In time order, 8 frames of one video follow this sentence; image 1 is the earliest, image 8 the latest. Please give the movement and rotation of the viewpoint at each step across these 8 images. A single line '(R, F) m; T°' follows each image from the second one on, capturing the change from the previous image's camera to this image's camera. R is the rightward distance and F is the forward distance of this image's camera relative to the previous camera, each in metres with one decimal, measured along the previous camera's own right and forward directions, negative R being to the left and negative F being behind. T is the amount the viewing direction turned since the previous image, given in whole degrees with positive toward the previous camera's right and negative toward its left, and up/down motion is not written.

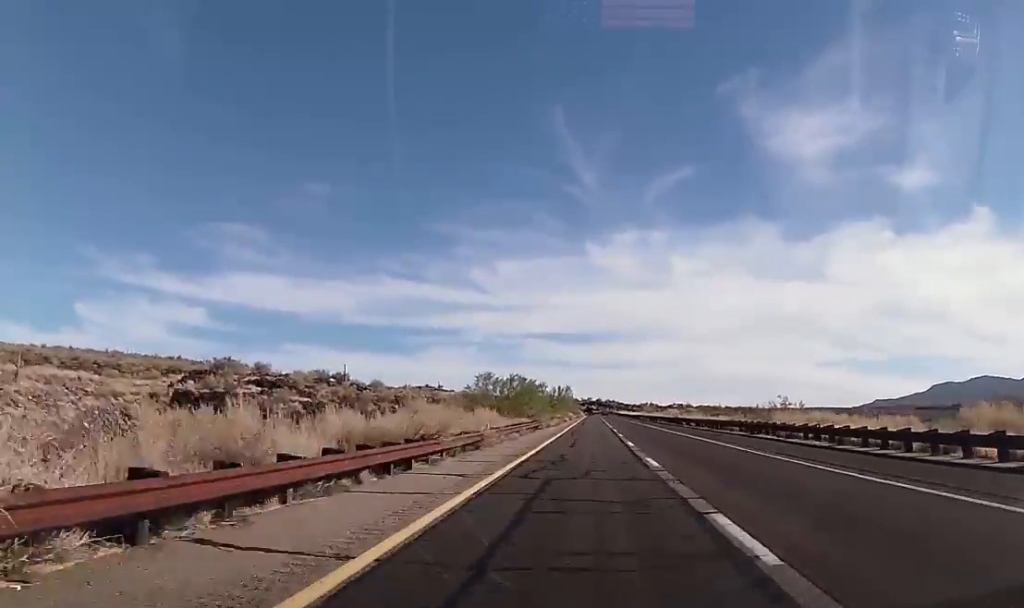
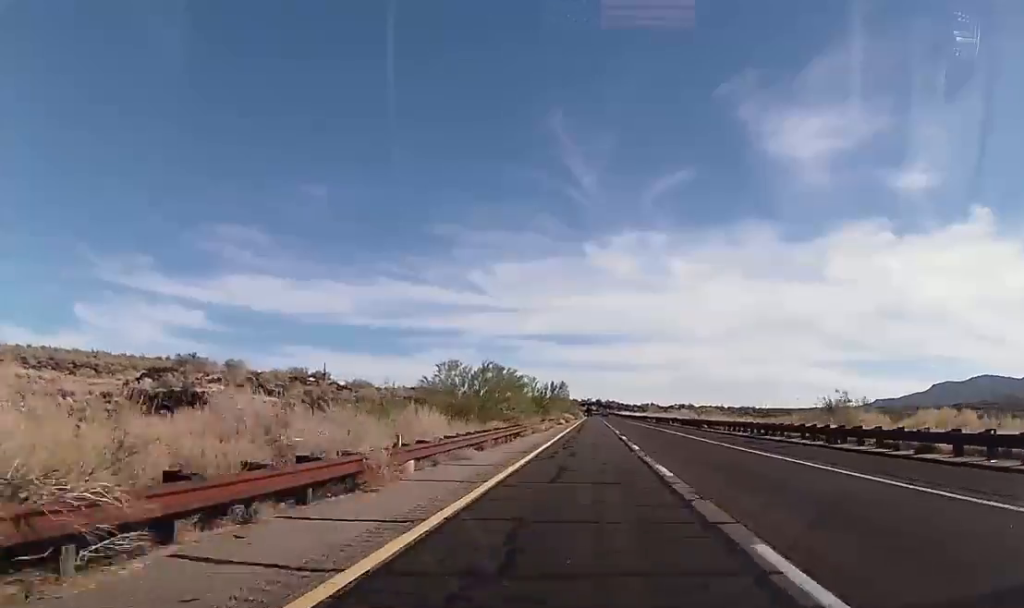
(0.0, +15.9) m; 0°
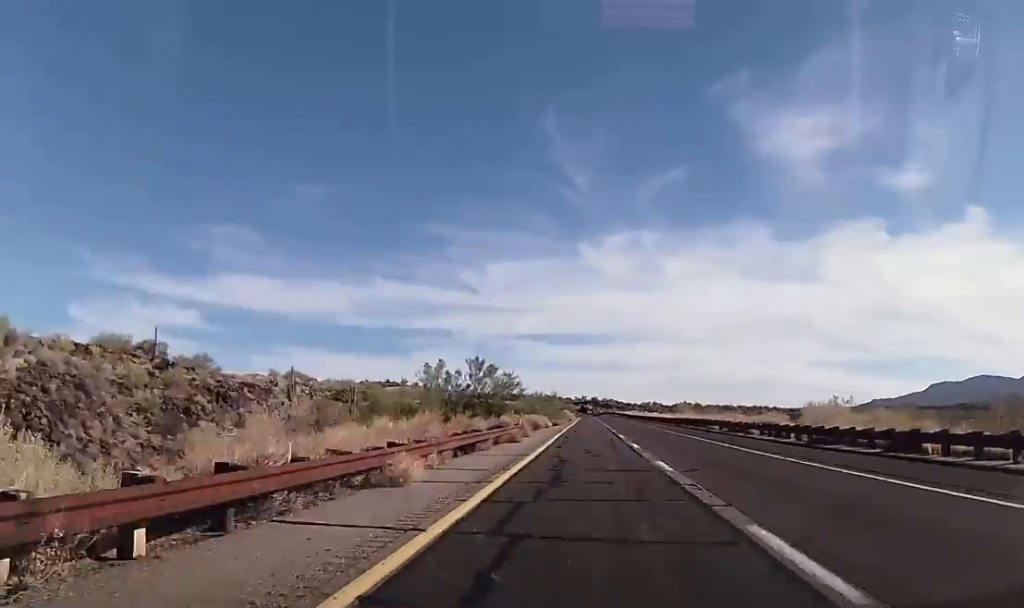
(0.0, +71.7) m; +1°
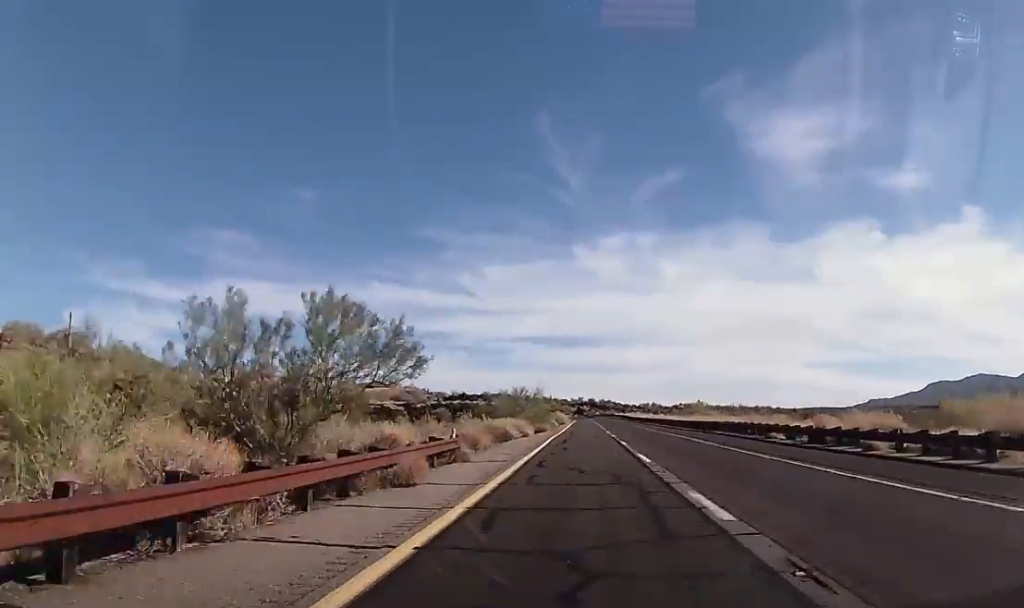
(+0.3, +20.0) m; 0°
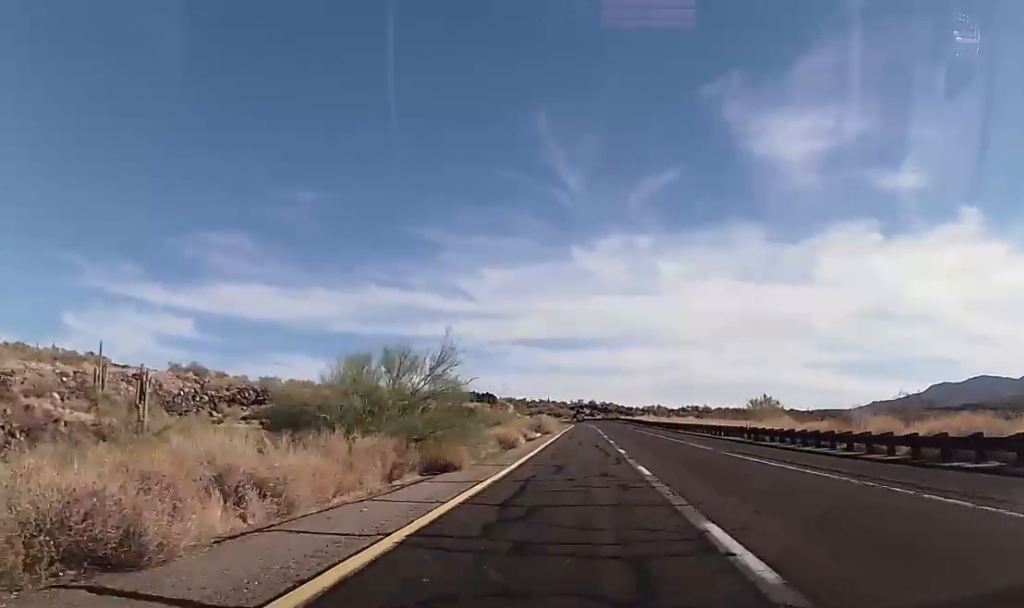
(-0.2, +39.9) m; -1°
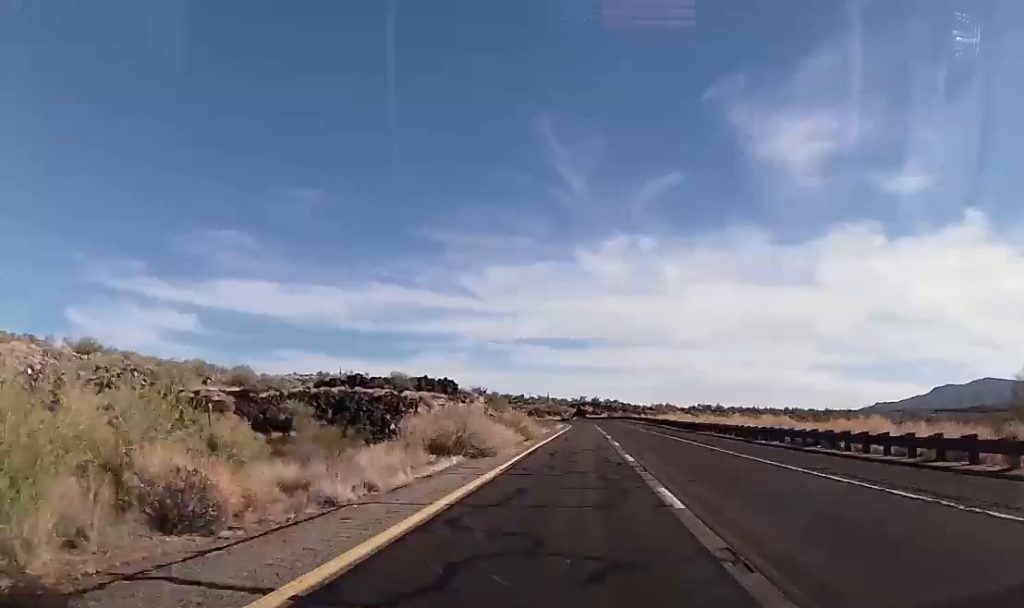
(+0.2, +43.0) m; +1°
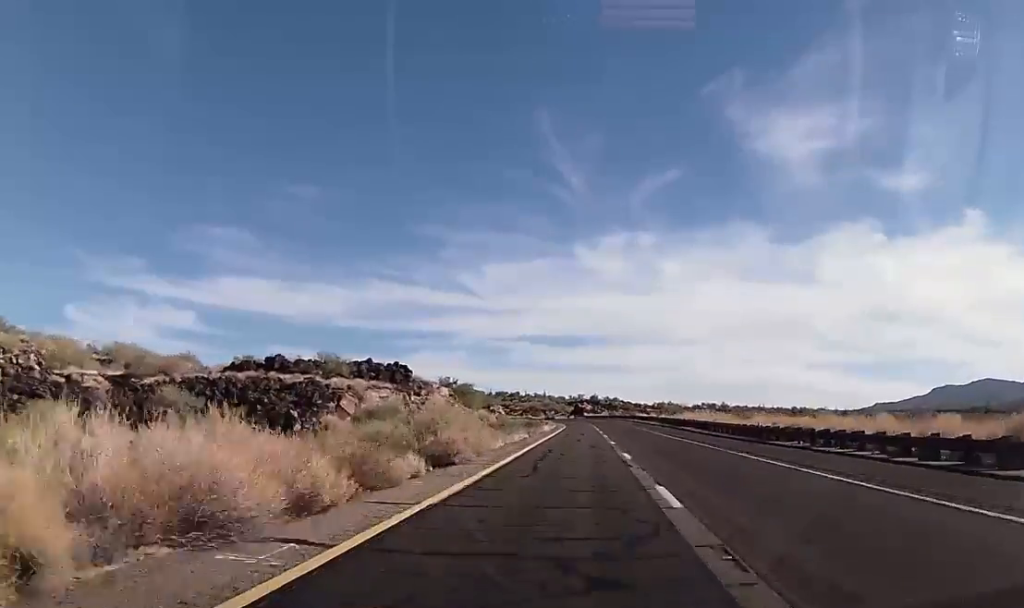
(+0.3, +24.4) m; 0°
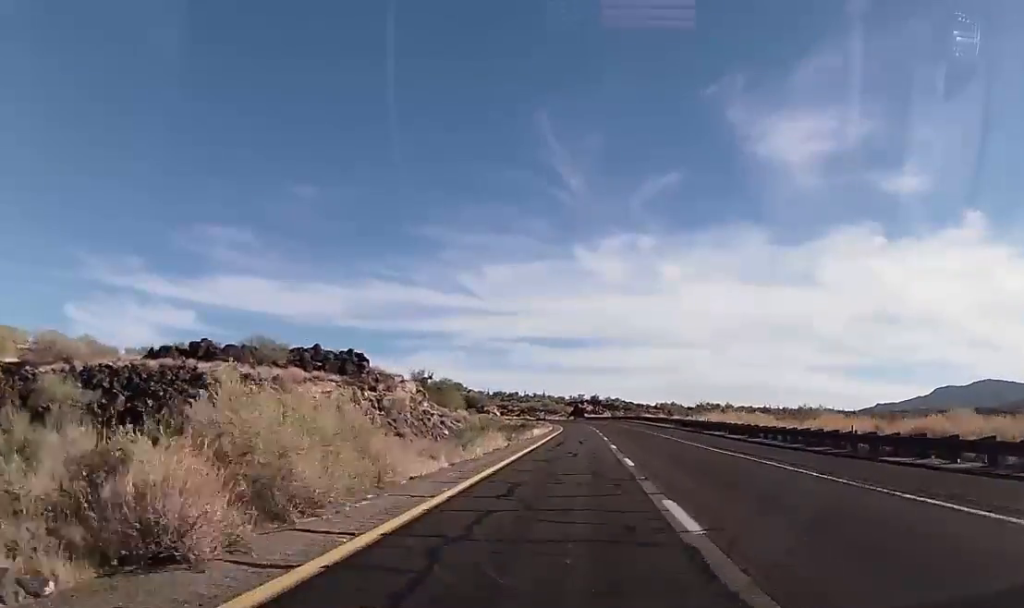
(0.0, +13.3) m; 0°
